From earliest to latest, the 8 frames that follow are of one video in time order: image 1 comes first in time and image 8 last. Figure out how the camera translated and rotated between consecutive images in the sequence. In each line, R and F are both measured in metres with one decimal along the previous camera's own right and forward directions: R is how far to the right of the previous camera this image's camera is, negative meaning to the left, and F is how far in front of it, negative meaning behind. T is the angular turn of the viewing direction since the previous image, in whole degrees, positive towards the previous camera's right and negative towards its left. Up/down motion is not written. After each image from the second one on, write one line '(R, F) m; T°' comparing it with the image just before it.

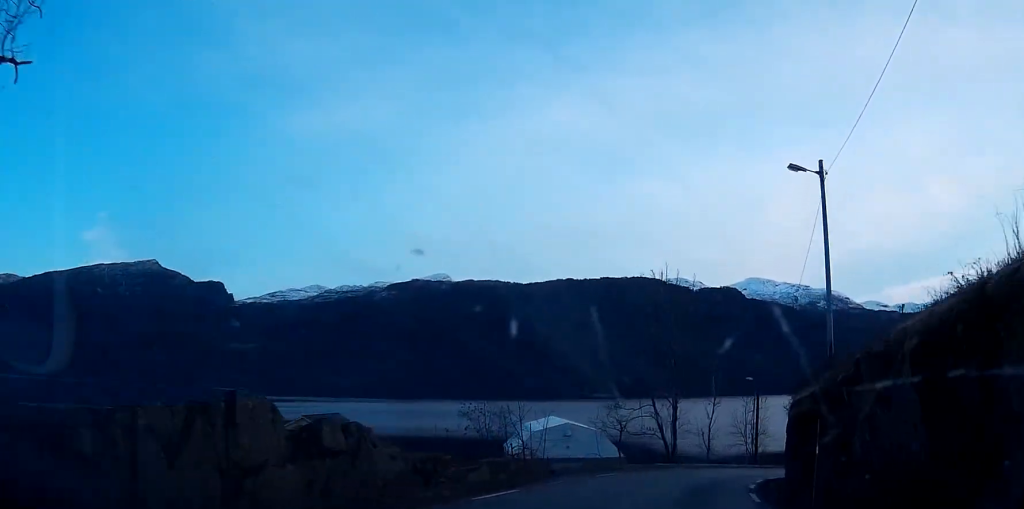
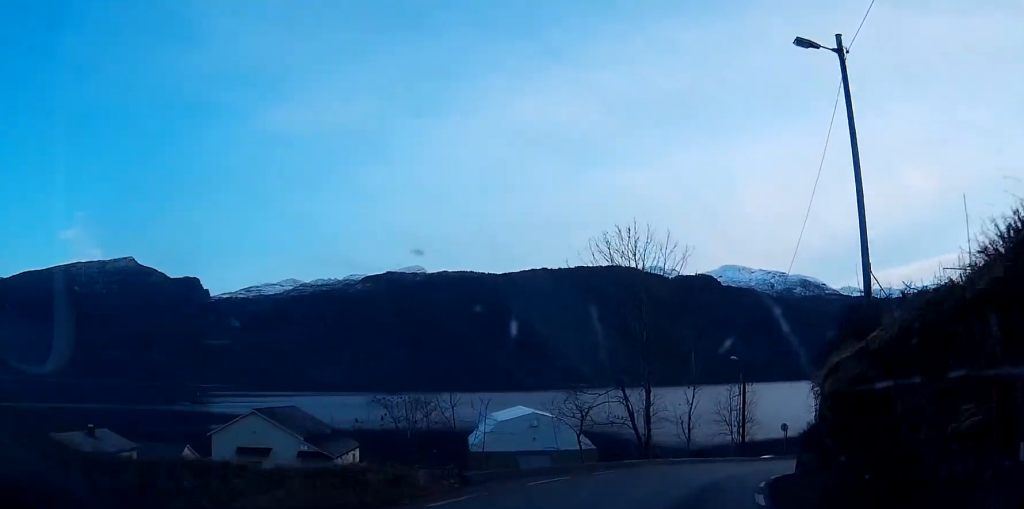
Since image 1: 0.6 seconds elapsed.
(+0.1, +7.8) m; +2°
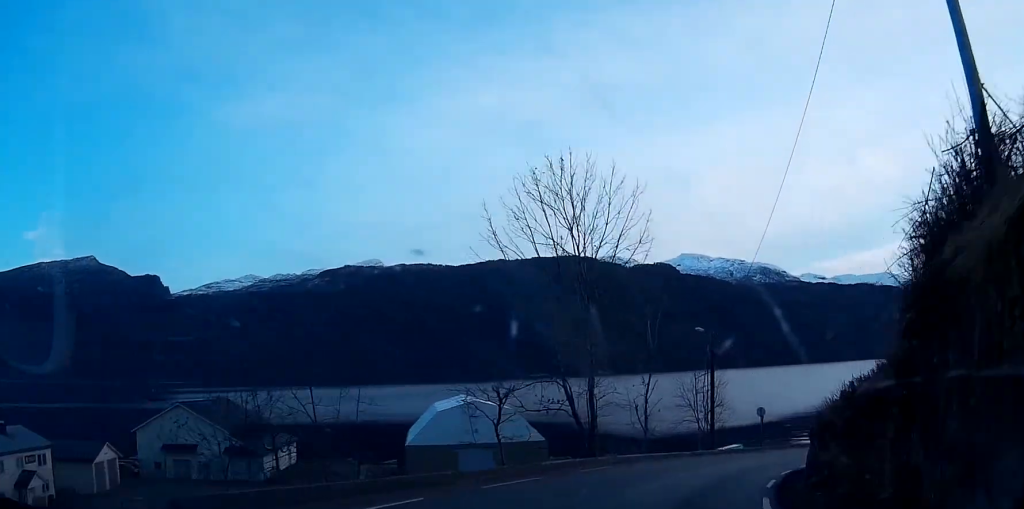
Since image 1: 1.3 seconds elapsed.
(+0.1, +9.1) m; +3°
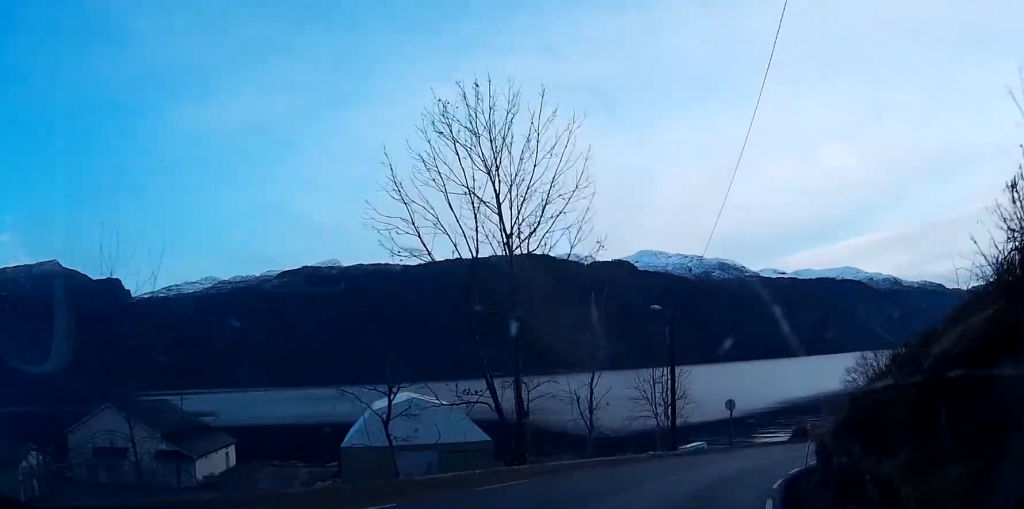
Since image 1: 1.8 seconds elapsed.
(+0.3, +6.8) m; +3°
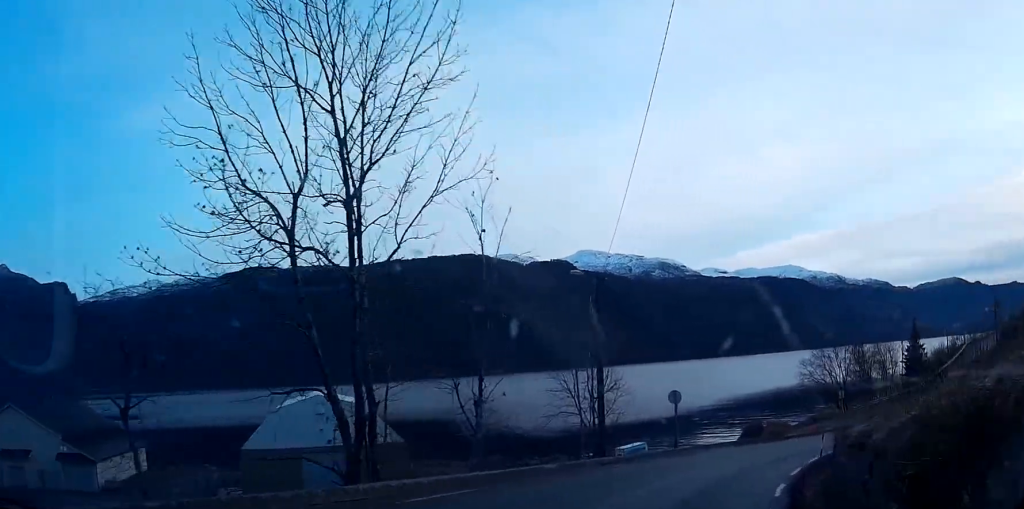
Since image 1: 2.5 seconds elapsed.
(+0.2, +8.5) m; +4°
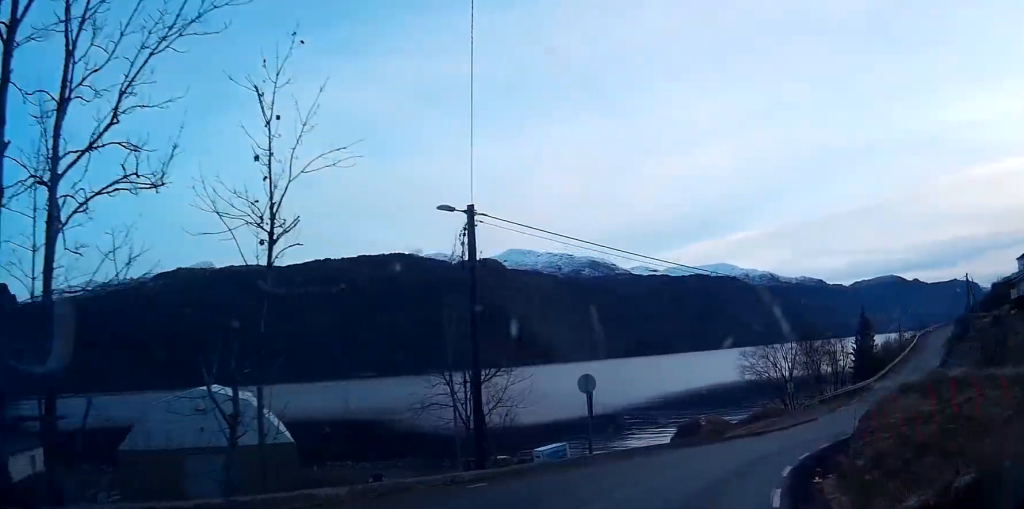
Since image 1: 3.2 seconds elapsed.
(+0.2, +8.7) m; +5°
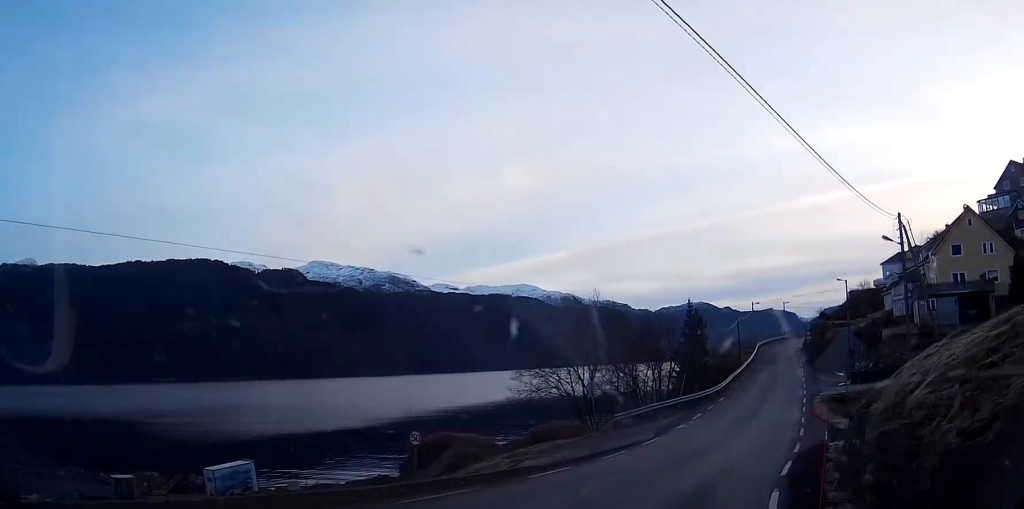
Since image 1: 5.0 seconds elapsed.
(+3.6, +25.4) m; +15°
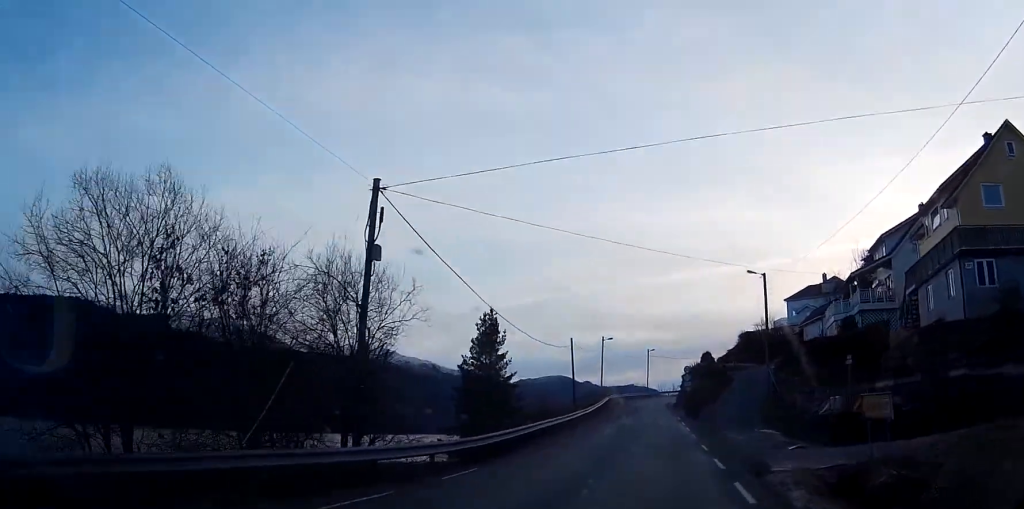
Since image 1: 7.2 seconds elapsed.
(+4.3, +36.4) m; +10°
